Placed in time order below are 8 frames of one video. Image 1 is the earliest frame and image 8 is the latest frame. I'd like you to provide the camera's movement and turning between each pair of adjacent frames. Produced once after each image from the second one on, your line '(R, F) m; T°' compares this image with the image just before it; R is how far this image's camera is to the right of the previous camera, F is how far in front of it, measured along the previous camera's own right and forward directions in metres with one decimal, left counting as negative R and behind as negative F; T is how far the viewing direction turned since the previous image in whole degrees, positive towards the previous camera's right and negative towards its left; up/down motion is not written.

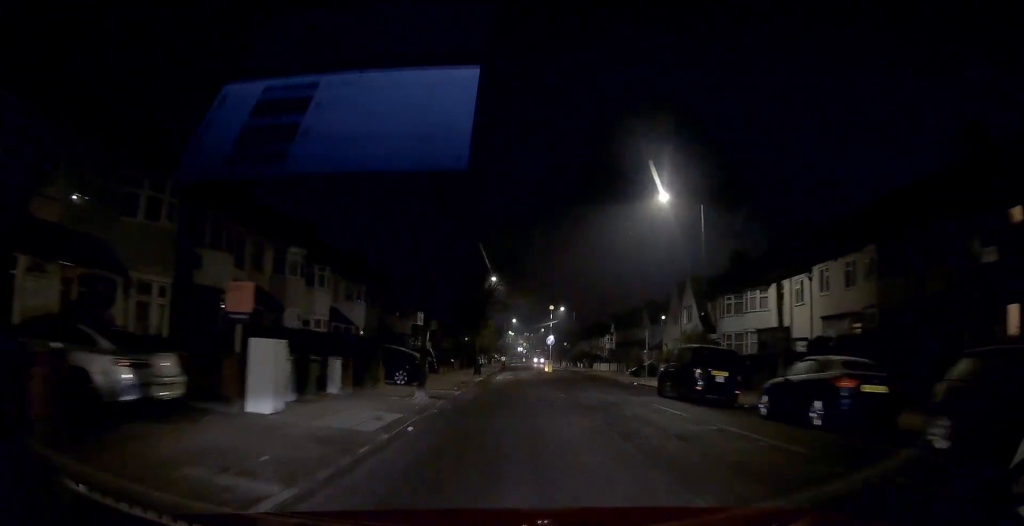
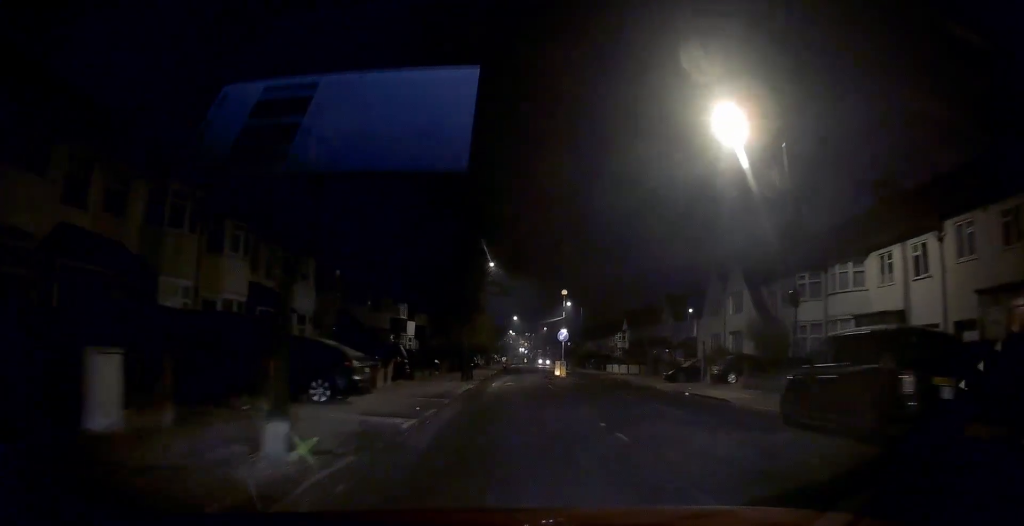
(0.0, +11.2) m; +1°
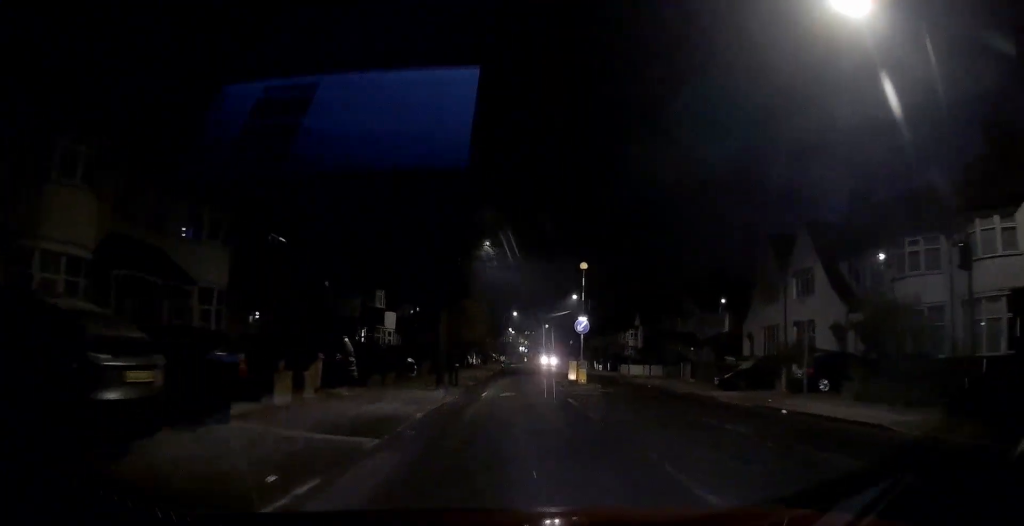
(+0.1, +10.0) m; +1°
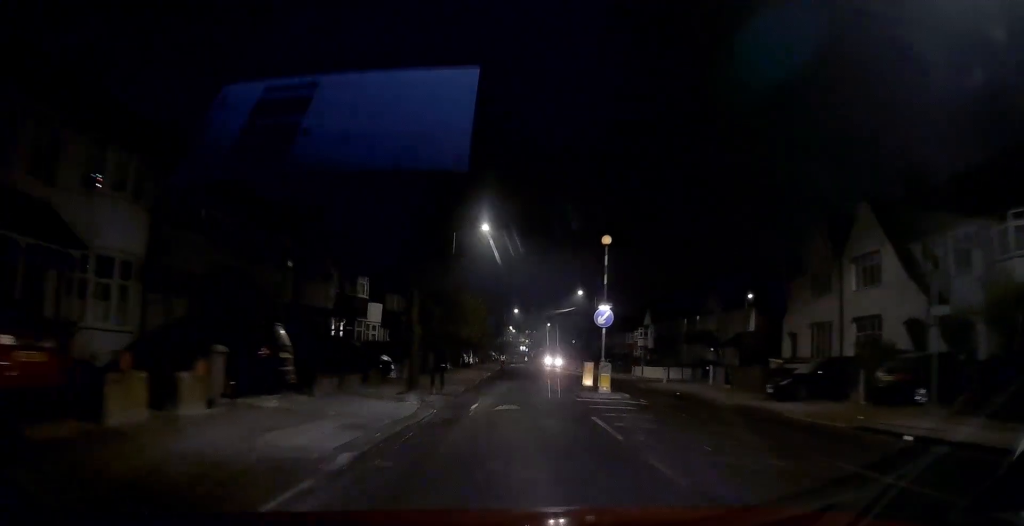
(+0.1, +6.0) m; 0°
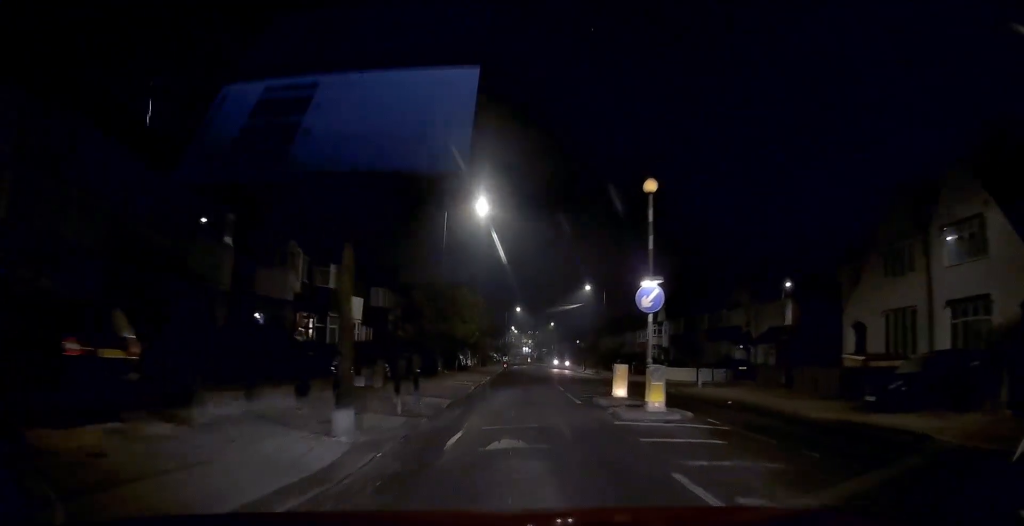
(0.0, +6.5) m; 0°
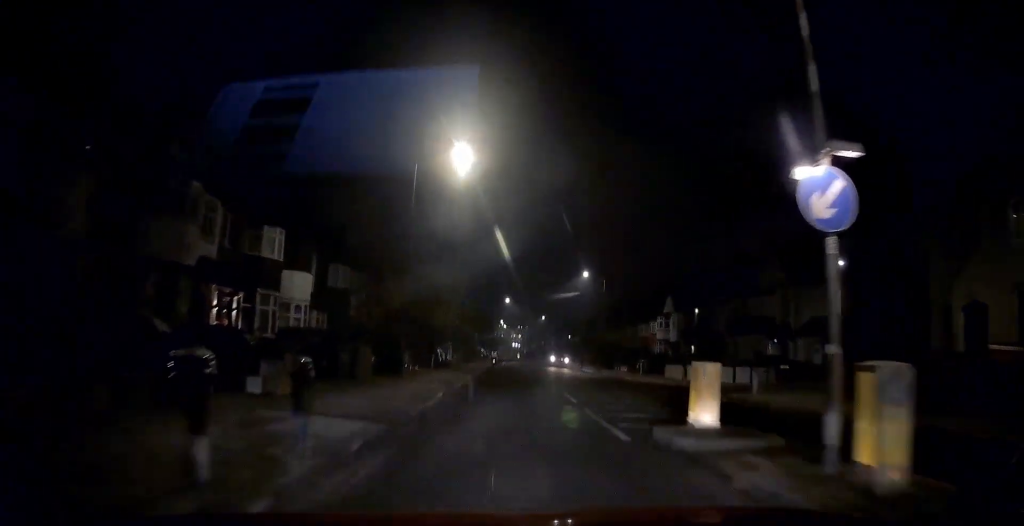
(0.0, +8.3) m; 0°
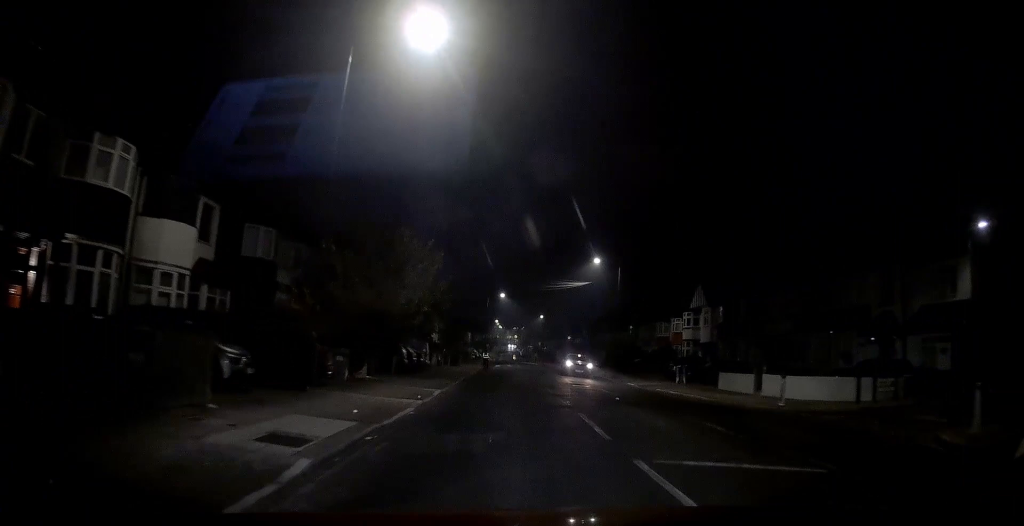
(0.0, +11.9) m; +1°
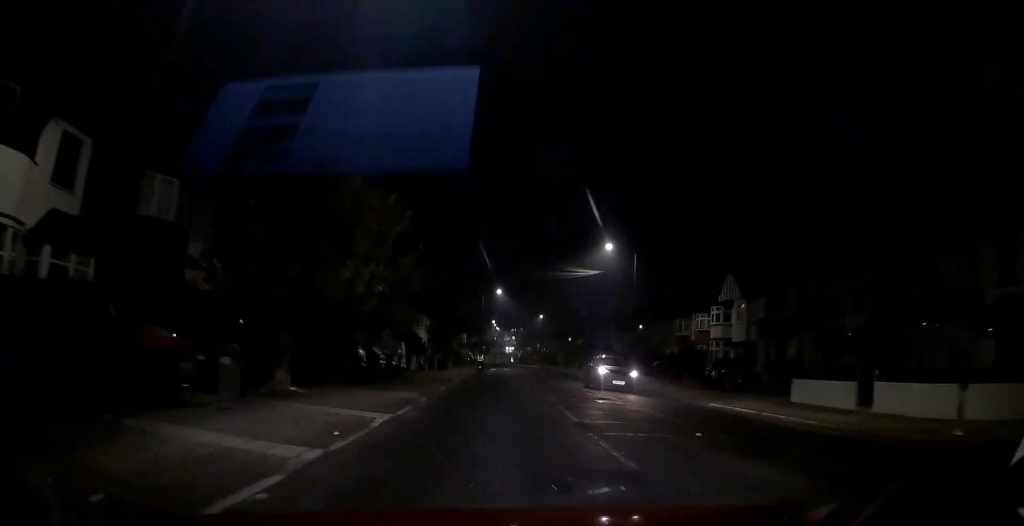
(0.0, +8.2) m; +1°
